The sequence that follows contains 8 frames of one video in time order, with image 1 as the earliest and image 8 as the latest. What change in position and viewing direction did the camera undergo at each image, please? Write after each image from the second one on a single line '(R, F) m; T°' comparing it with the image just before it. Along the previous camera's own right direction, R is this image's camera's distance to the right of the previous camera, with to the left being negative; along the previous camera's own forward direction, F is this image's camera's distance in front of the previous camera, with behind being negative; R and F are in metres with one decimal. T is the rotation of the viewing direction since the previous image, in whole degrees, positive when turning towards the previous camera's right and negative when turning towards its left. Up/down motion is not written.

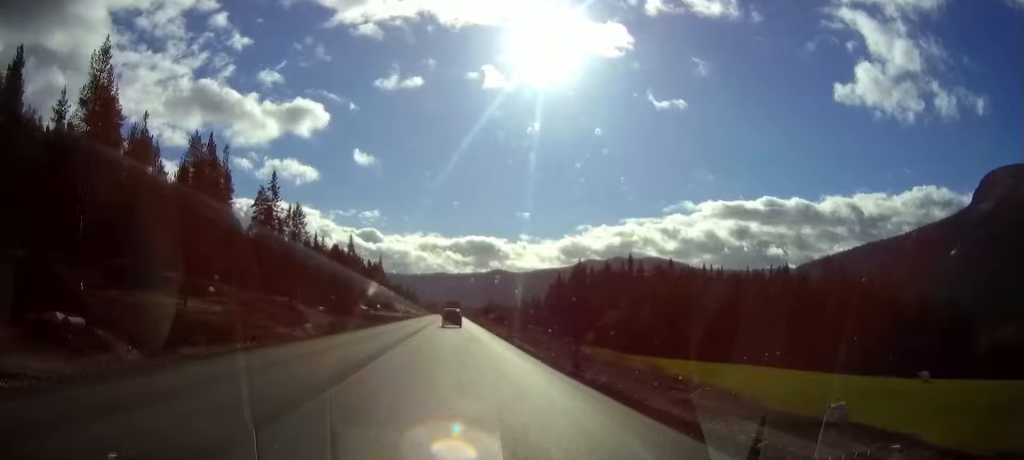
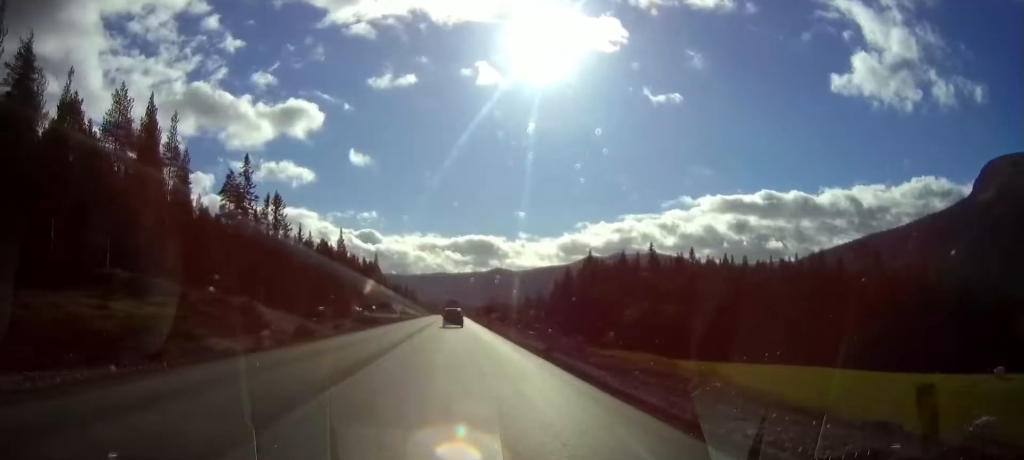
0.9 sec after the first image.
(0.0, +14.8) m; 0°
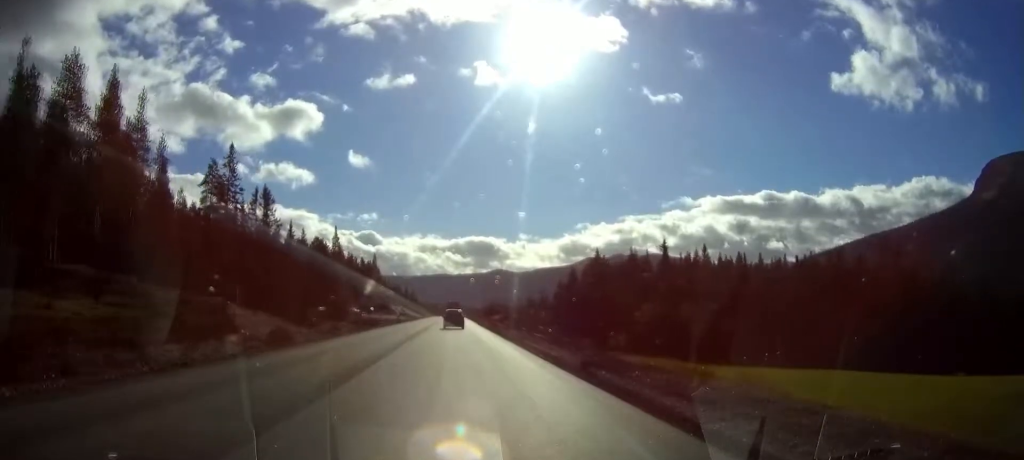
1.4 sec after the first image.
(0.0, +7.4) m; 0°
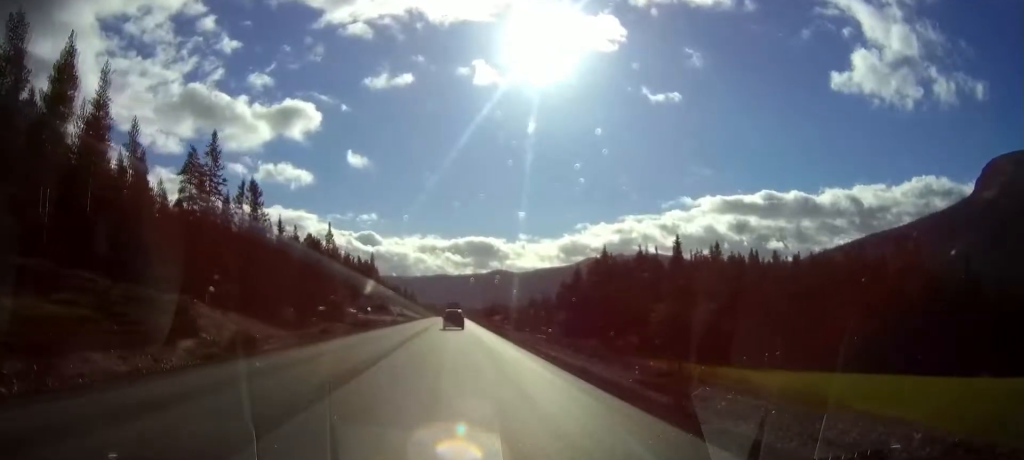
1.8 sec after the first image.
(+0.1, +7.1) m; 0°
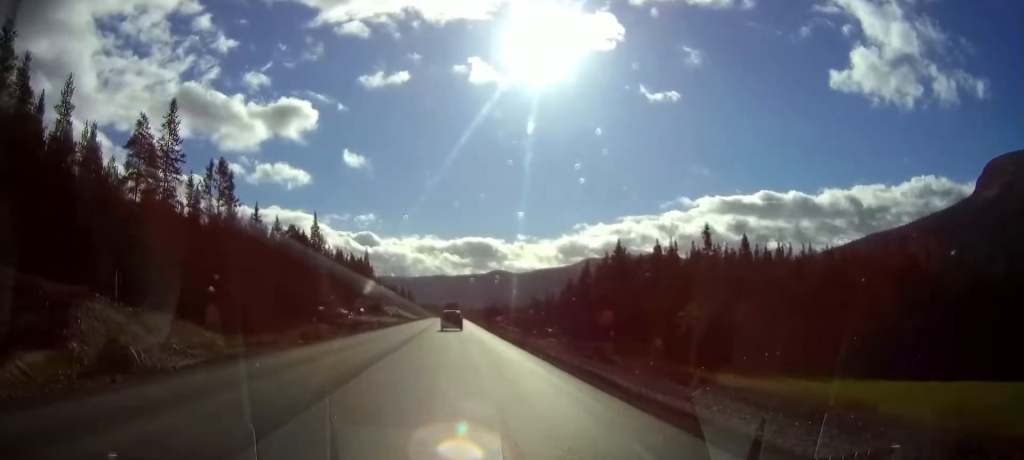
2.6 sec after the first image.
(0.0, +13.9) m; 0°
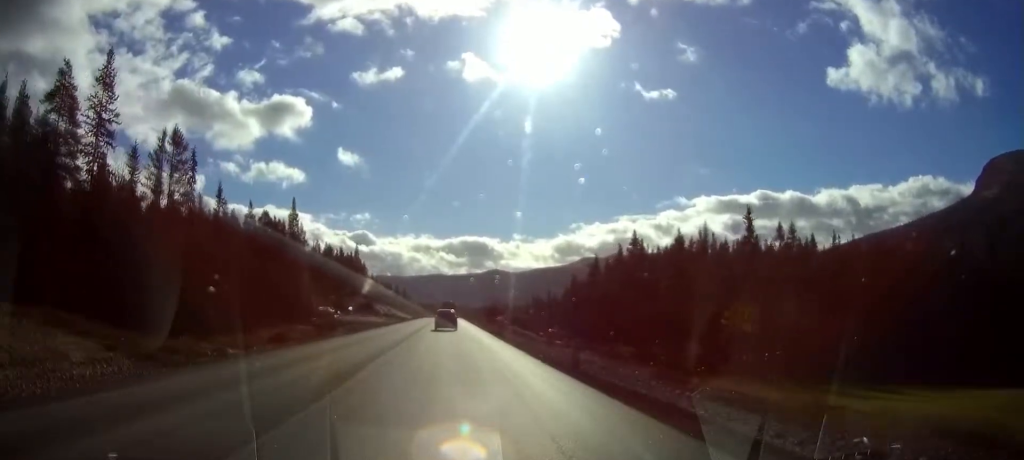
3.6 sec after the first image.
(0.0, +15.3) m; 0°
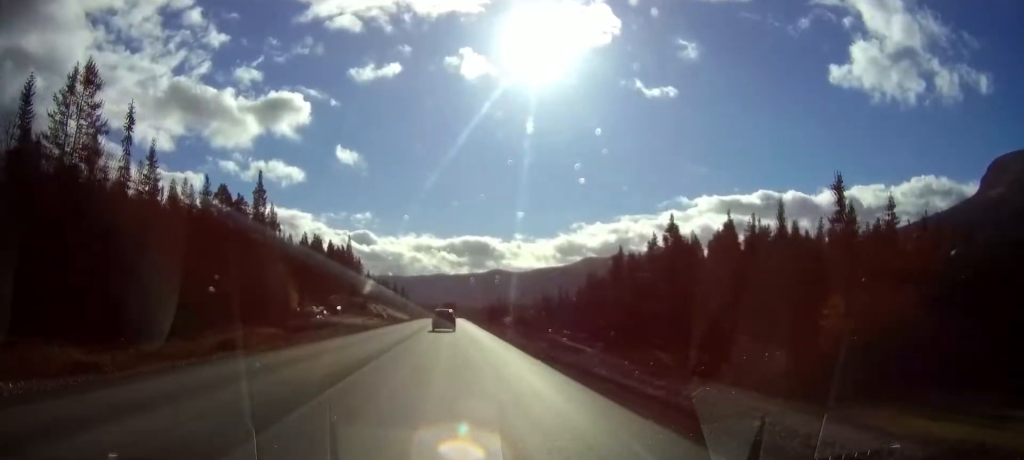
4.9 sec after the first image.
(+0.2, +20.9) m; +1°
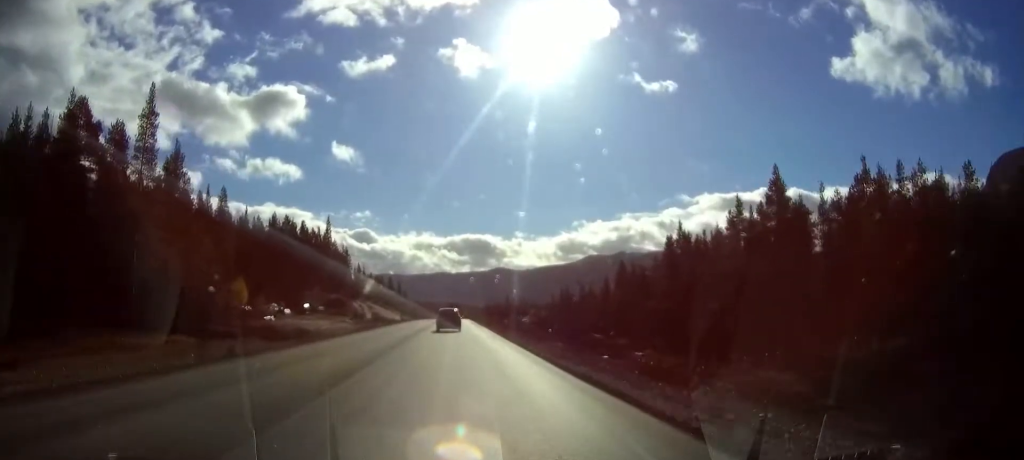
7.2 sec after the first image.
(+0.2, +36.4) m; 0°
